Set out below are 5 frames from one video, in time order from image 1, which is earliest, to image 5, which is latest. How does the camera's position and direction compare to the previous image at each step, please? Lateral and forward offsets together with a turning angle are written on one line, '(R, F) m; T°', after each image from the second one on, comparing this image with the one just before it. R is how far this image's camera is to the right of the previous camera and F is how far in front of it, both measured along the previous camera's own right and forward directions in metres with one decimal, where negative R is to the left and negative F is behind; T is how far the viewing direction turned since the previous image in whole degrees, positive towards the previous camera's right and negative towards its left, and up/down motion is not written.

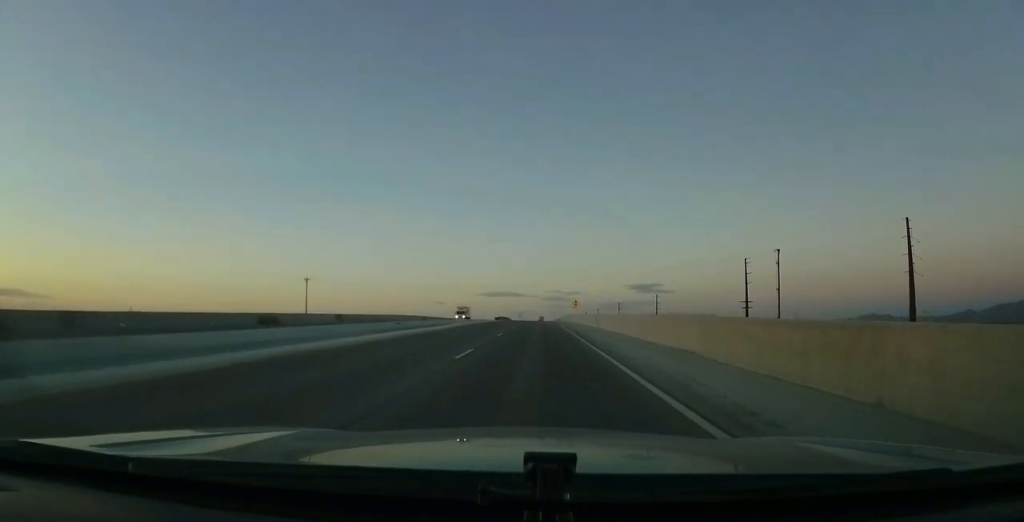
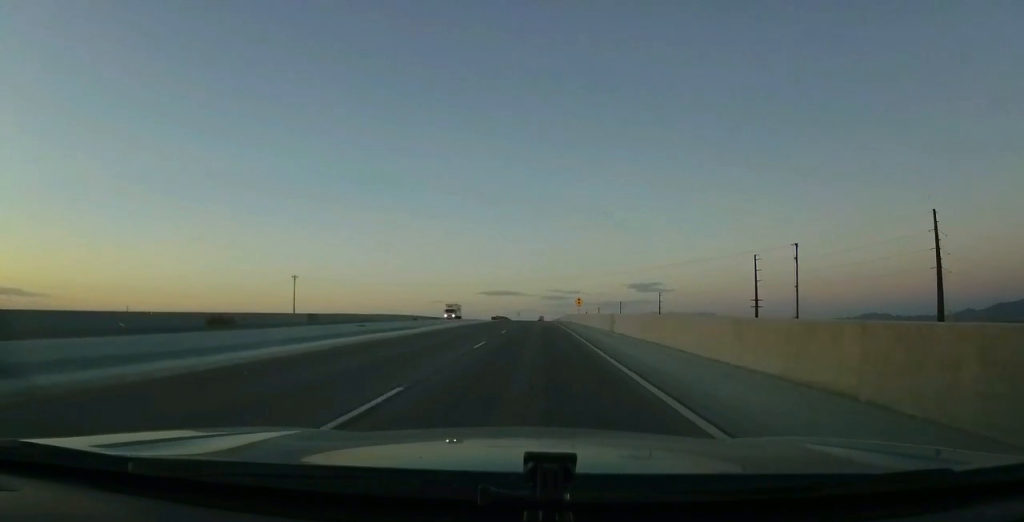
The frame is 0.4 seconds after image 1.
(+0.2, +8.4) m; 0°
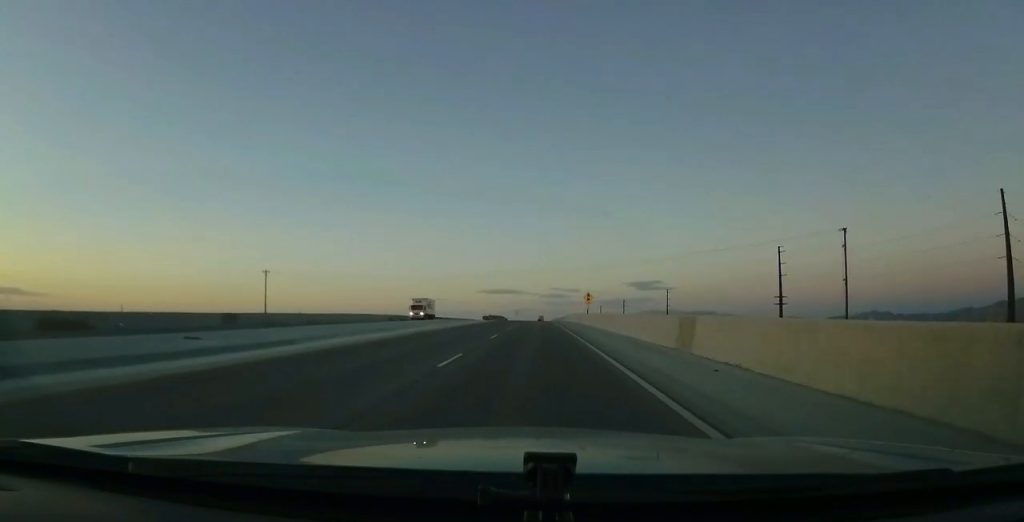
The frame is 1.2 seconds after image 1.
(-0.1, +17.8) m; -1°
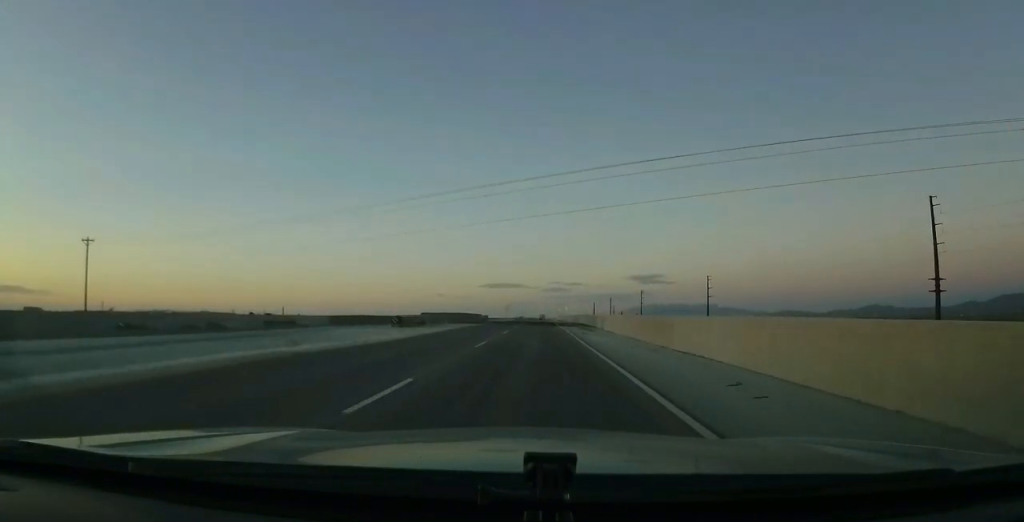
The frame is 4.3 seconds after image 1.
(-0.8, +66.4) m; -1°
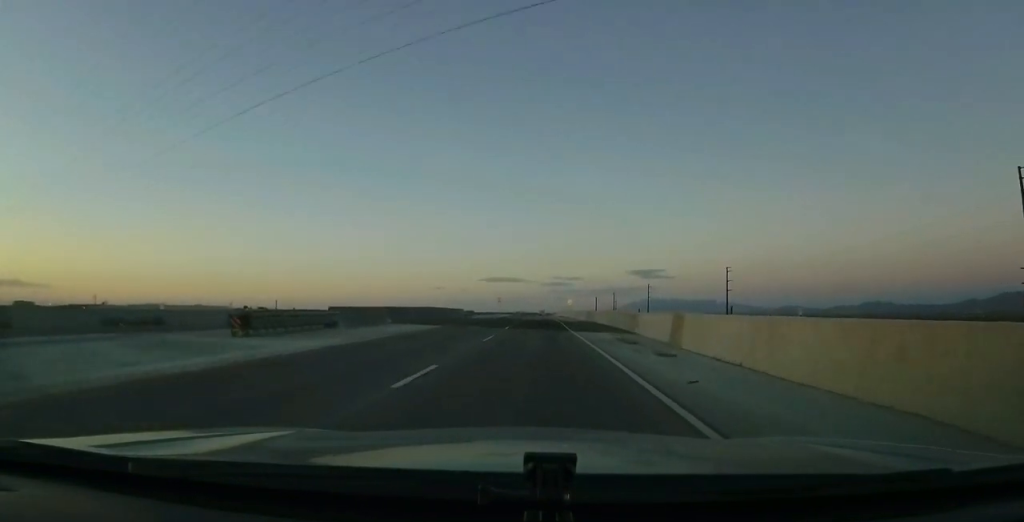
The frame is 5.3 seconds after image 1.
(0.0, +22.7) m; +1°
